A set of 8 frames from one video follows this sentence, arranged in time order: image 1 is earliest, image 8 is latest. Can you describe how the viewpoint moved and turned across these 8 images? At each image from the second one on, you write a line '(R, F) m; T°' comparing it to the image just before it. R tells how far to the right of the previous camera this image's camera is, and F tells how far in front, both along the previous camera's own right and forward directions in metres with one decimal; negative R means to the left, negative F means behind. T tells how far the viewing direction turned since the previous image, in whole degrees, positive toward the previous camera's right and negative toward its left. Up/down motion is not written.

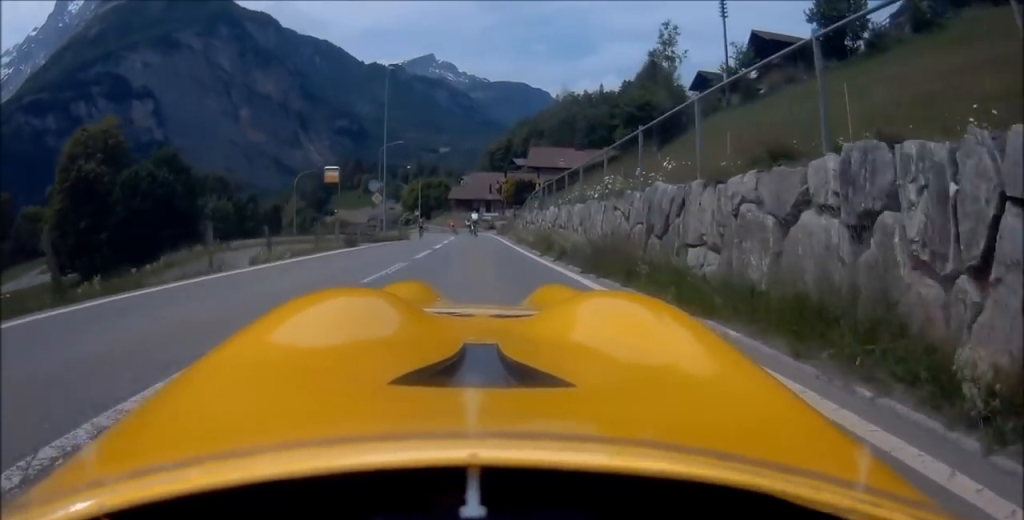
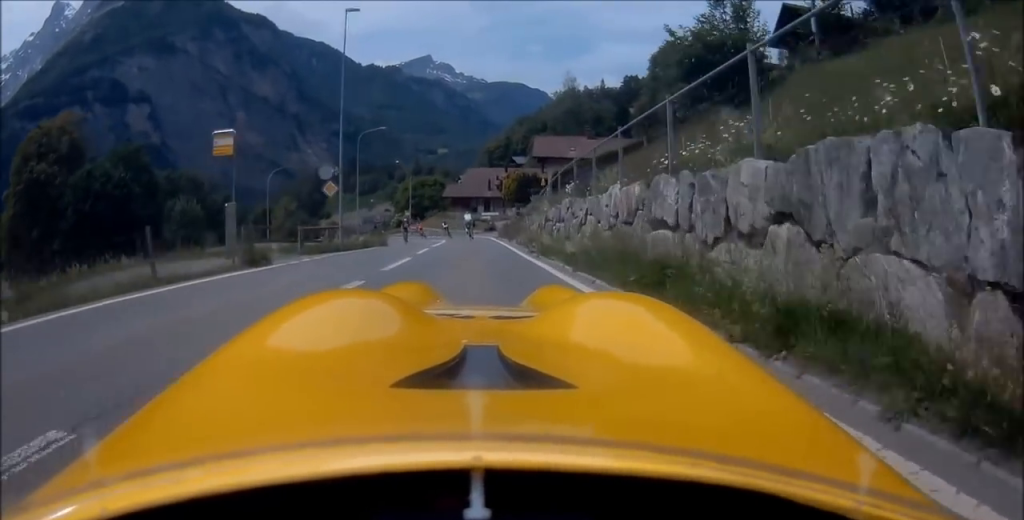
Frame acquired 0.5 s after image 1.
(+0.2, +9.3) m; 0°
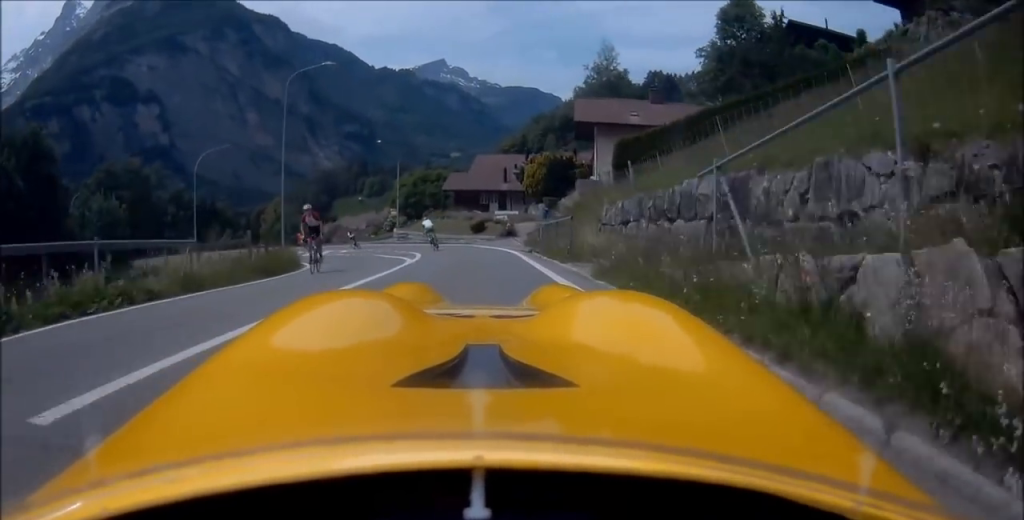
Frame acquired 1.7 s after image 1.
(-0.6, +20.0) m; -5°
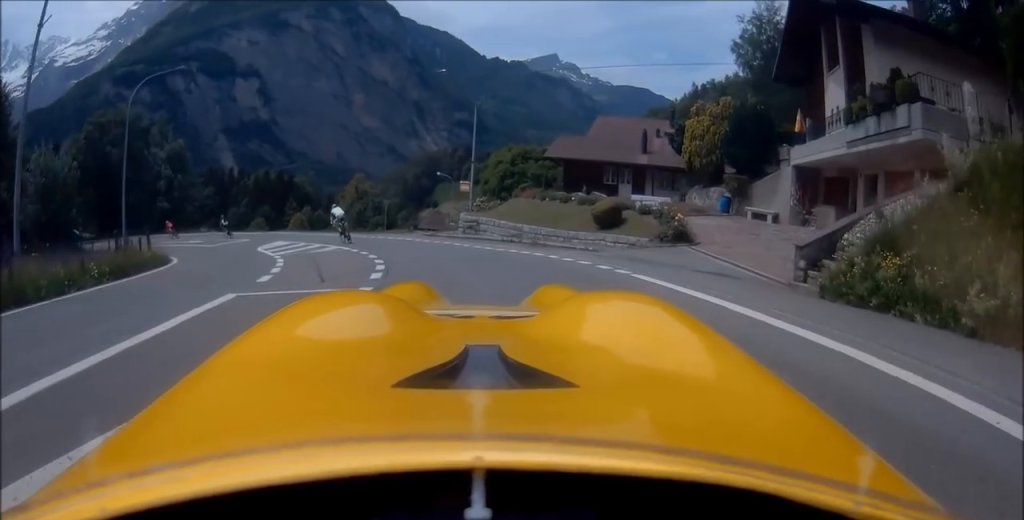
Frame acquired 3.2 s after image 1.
(-1.9, +20.0) m; -16°
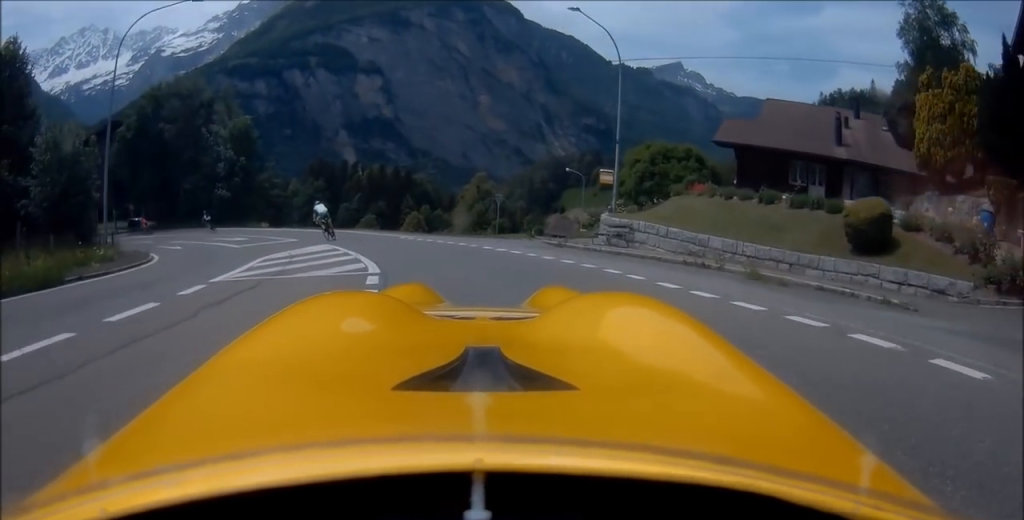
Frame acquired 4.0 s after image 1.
(-1.2, +10.0) m; -14°
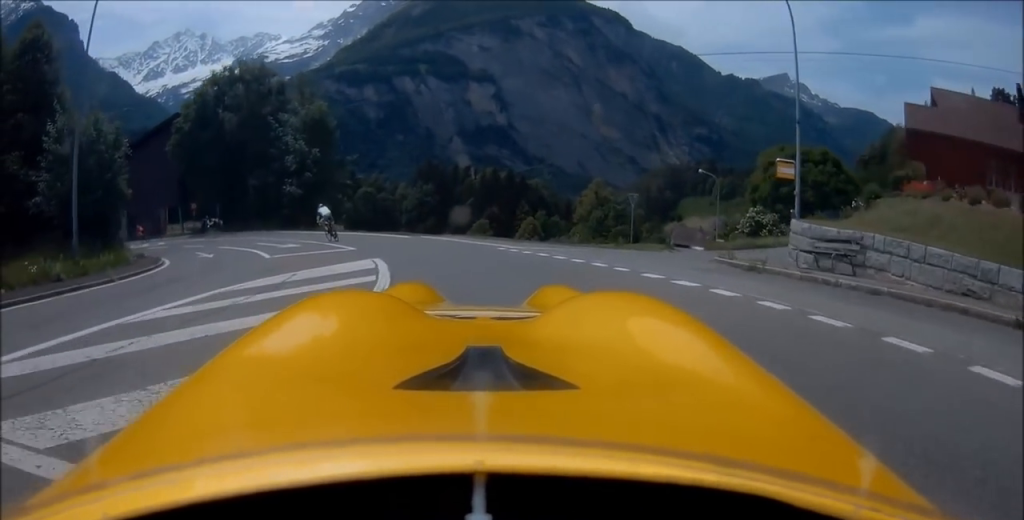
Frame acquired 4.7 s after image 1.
(-0.8, +7.6) m; -10°
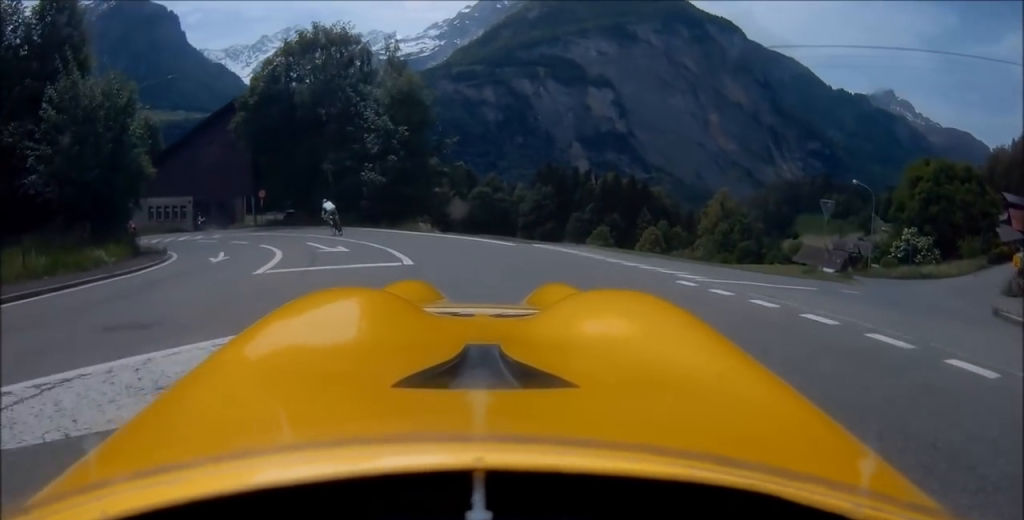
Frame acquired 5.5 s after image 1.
(-0.4, +7.9) m; -9°
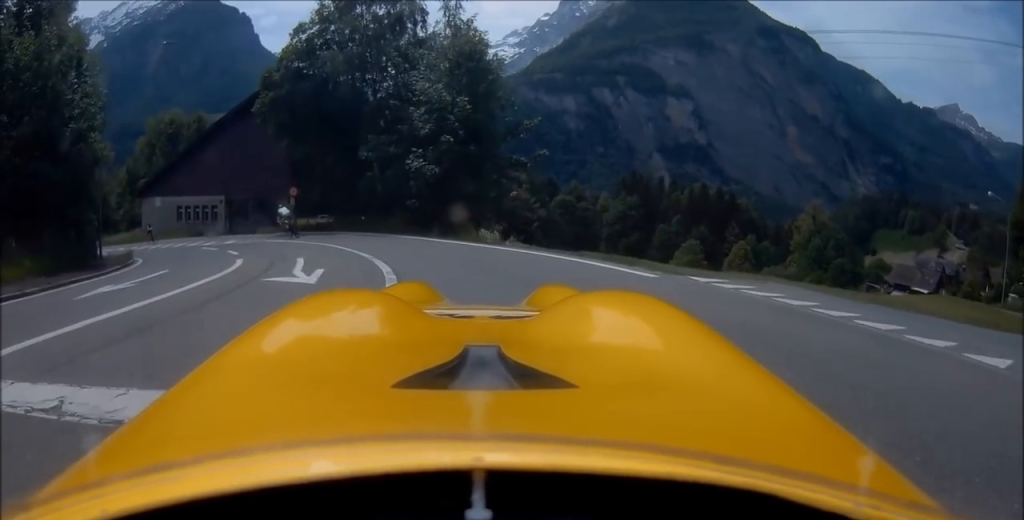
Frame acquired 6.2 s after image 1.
(-1.0, +8.0) m; -10°
